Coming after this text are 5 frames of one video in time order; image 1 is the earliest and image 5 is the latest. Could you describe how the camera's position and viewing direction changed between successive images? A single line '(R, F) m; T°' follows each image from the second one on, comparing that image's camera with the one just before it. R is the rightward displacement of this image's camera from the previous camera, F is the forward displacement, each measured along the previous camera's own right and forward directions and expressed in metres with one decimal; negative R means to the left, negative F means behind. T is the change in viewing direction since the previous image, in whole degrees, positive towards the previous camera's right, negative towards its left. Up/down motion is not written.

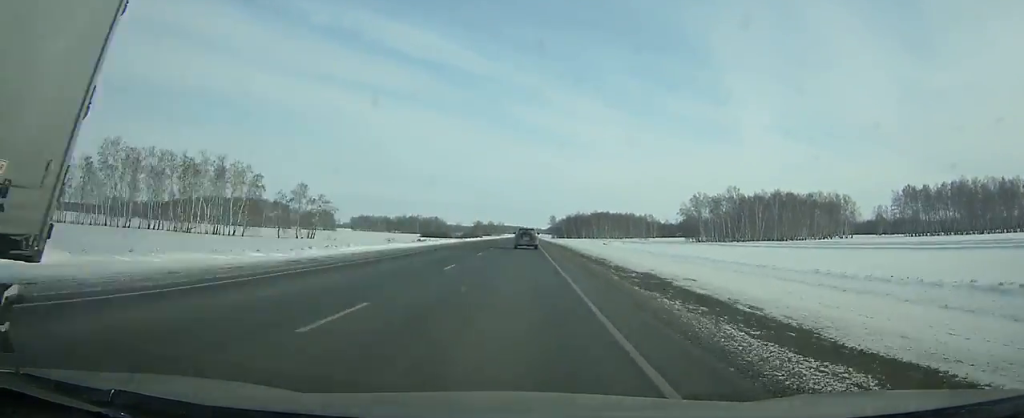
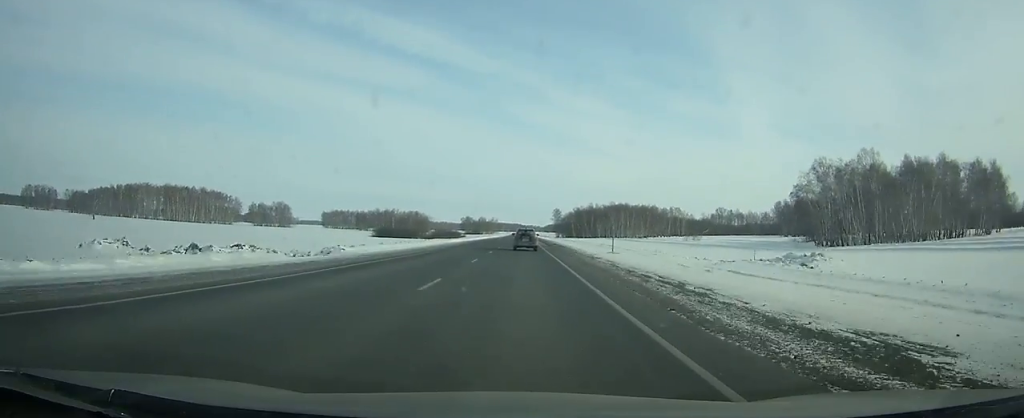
(+0.2, +102.4) m; 0°
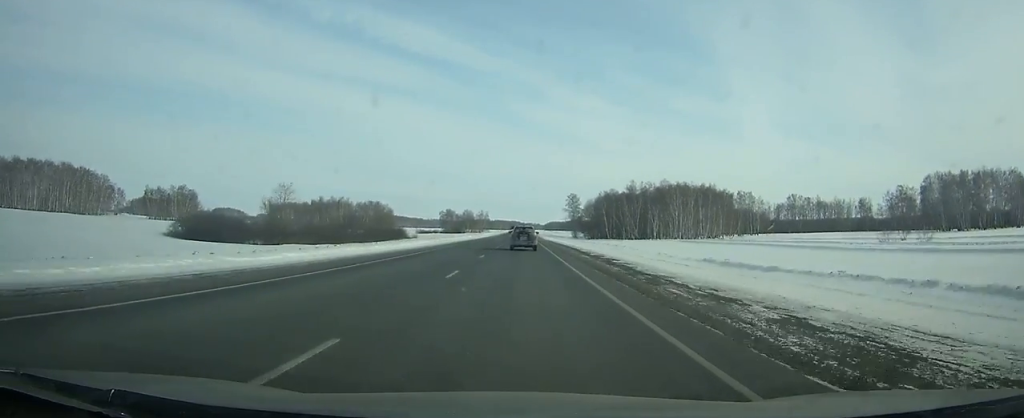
(+0.3, +140.6) m; 0°
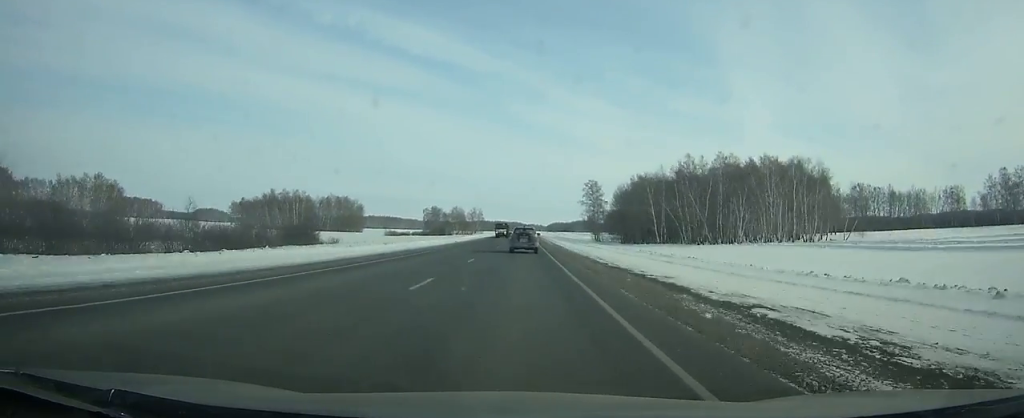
(-0.1, +74.9) m; 0°
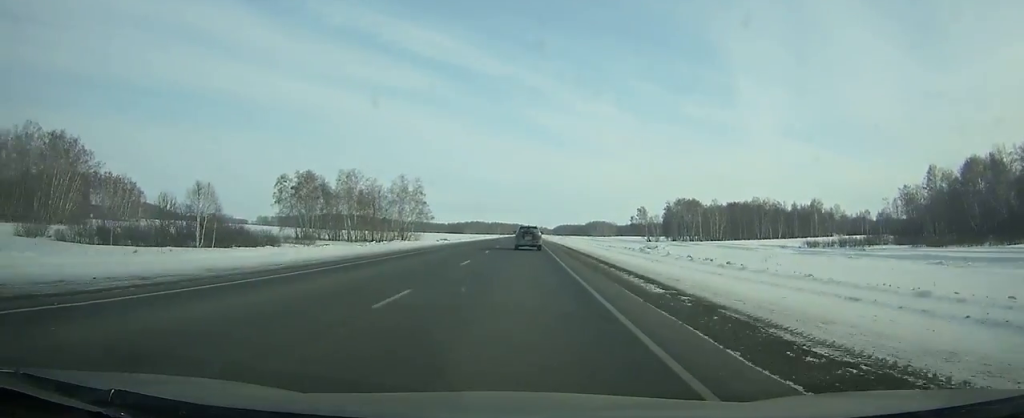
(-0.6, +219.3) m; 0°
